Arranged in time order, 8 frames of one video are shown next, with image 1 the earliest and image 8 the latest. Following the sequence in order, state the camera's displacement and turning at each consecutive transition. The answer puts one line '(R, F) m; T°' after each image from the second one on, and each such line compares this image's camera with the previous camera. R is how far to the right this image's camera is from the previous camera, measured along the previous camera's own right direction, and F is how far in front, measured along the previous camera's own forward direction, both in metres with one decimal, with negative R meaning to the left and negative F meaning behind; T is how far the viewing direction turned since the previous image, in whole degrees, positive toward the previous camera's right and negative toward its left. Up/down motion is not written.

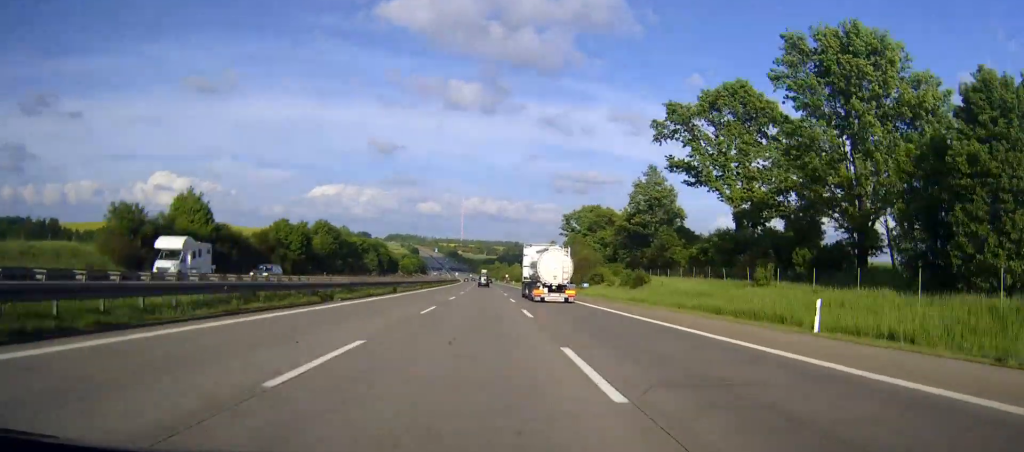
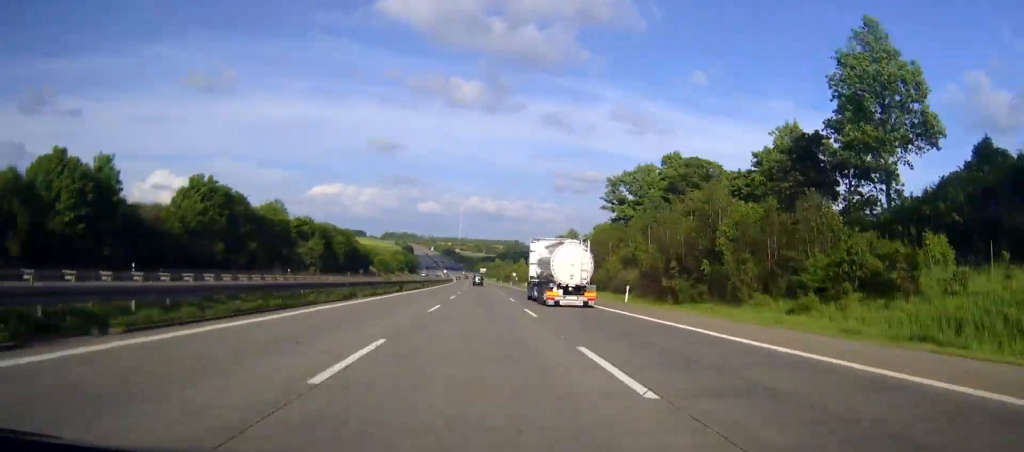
(+0.1, +67.2) m; 0°
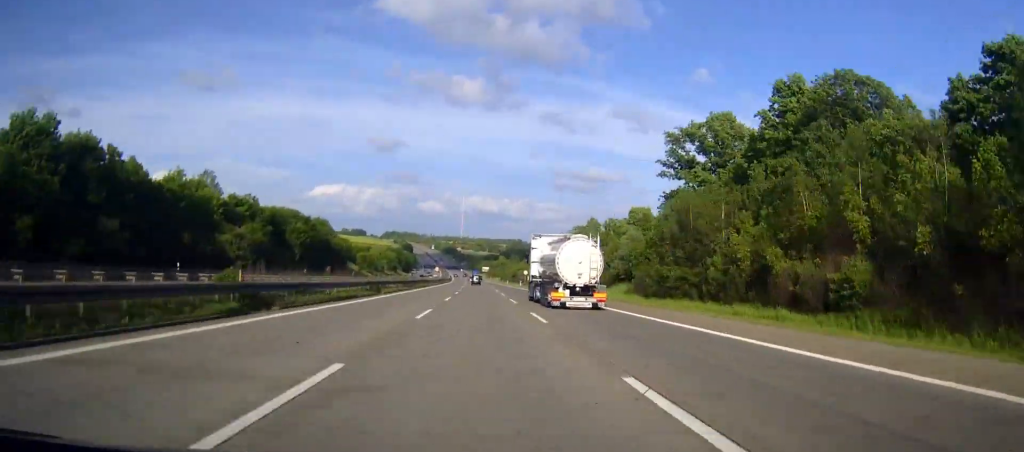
(0.0, +37.7) m; 0°
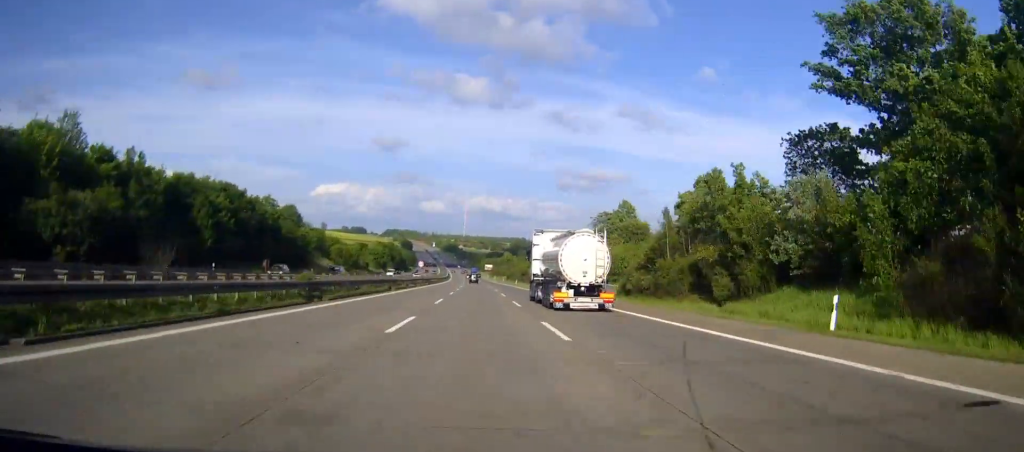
(+0.1, +38.4) m; 0°
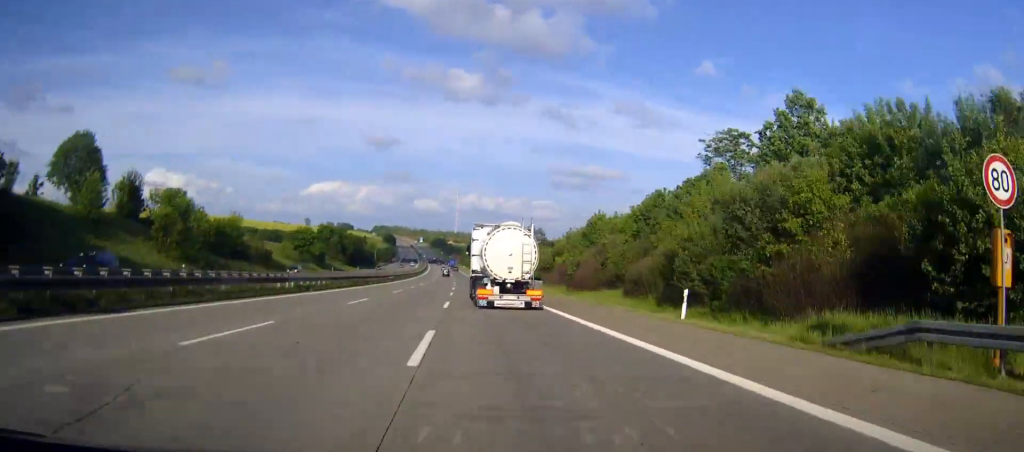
(-0.3, +87.3) m; -1°
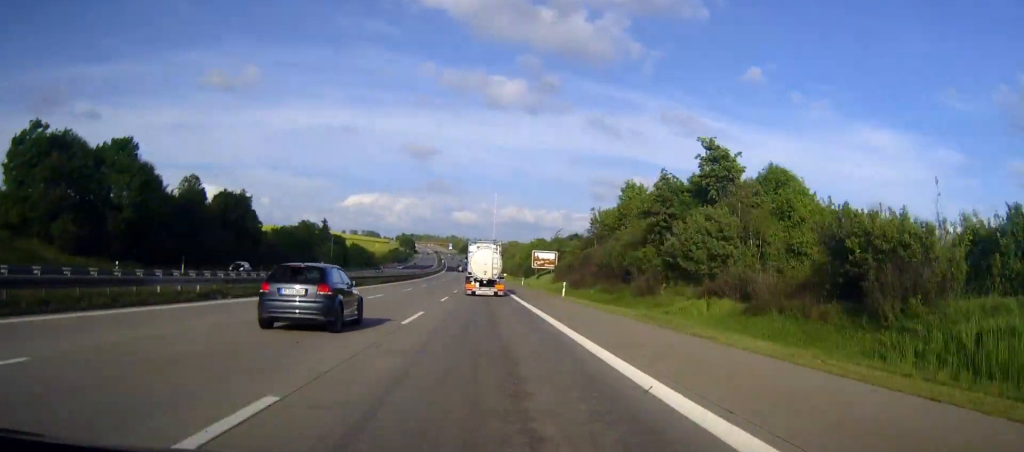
(-3.8, +173.2) m; -2°
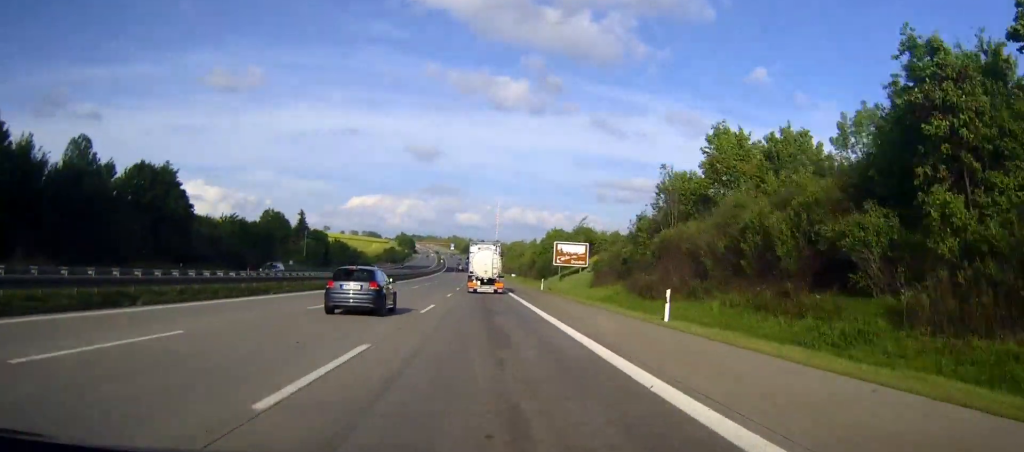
(-0.1, +30.1) m; 0°
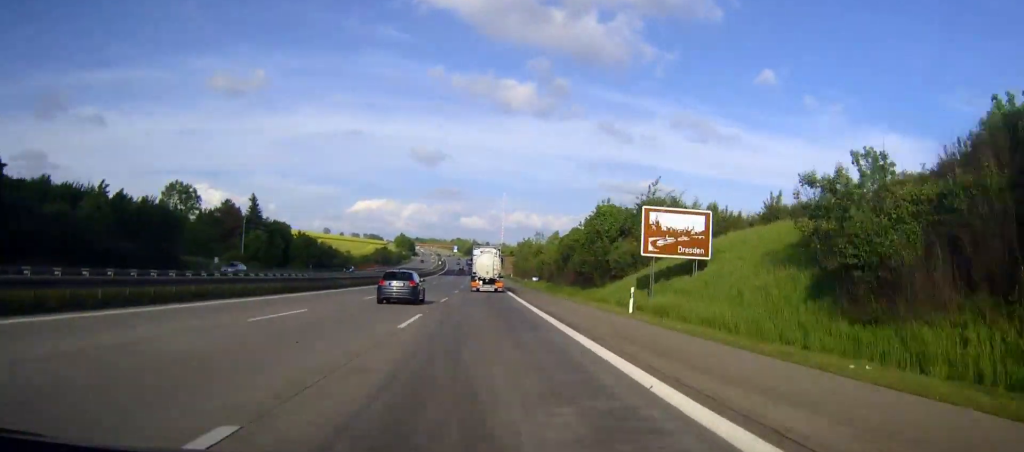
(-0.2, +42.2) m; 0°
